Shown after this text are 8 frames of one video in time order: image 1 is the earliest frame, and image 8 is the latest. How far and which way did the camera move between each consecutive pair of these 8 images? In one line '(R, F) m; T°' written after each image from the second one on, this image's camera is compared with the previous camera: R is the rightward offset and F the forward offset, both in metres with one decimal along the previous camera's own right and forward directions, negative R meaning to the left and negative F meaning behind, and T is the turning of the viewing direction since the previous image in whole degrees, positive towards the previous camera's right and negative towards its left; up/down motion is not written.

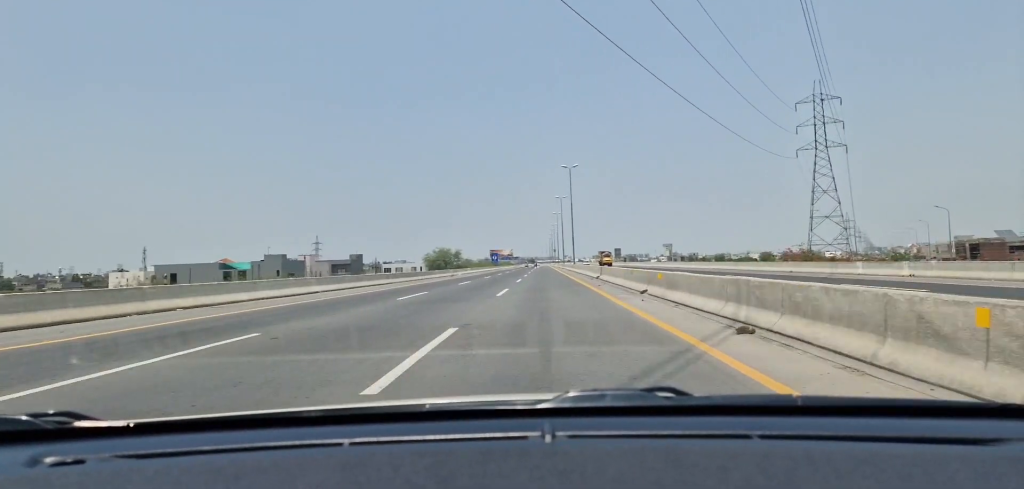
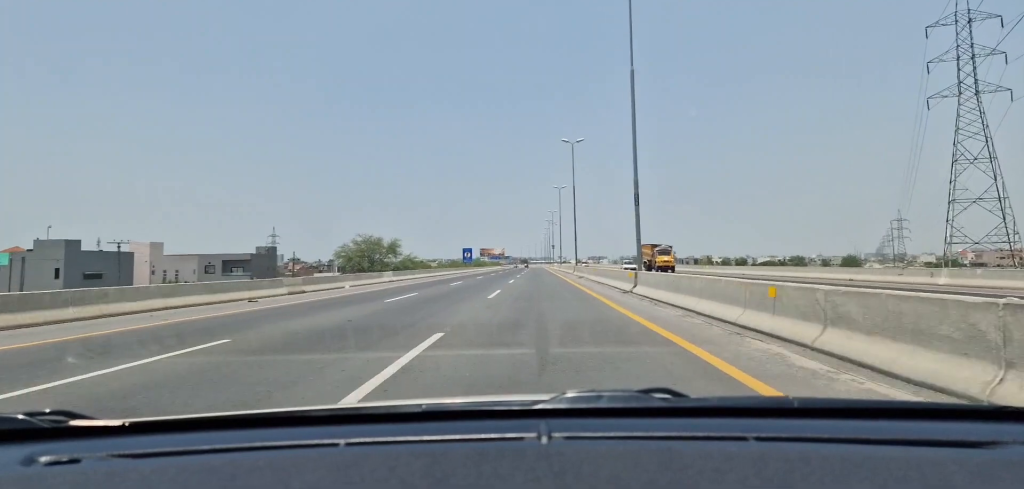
(+0.5, +54.9) m; 0°
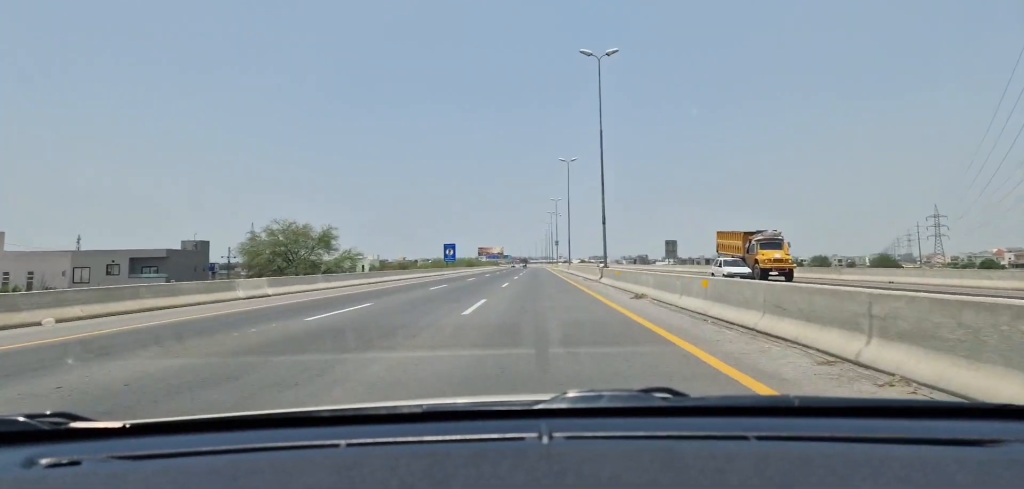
(0.0, +27.1) m; 0°
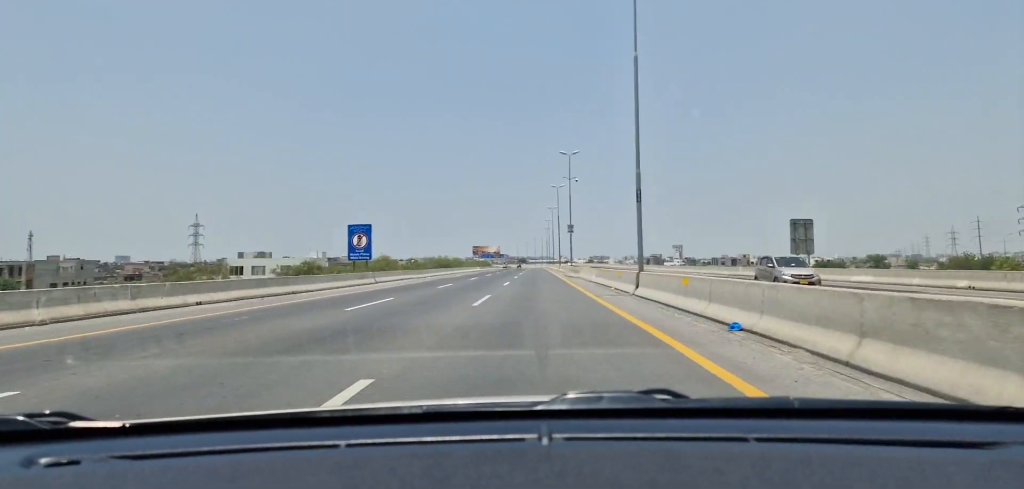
(-0.3, +51.2) m; 0°
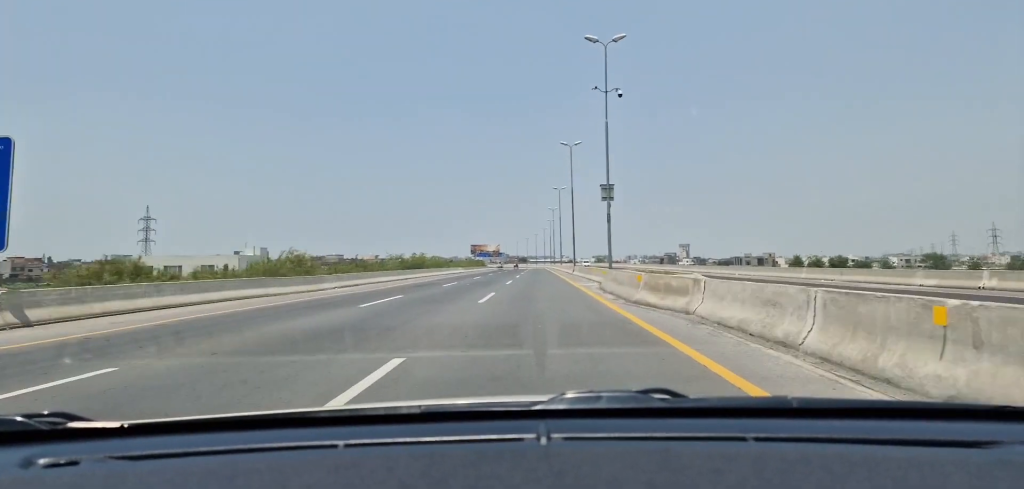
(0.0, +35.1) m; 0°
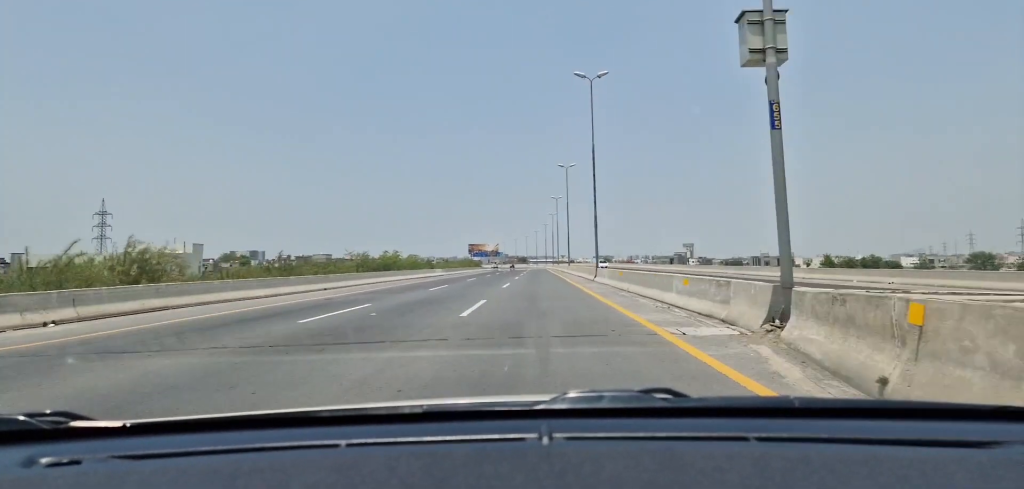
(+0.2, +23.4) m; 0°
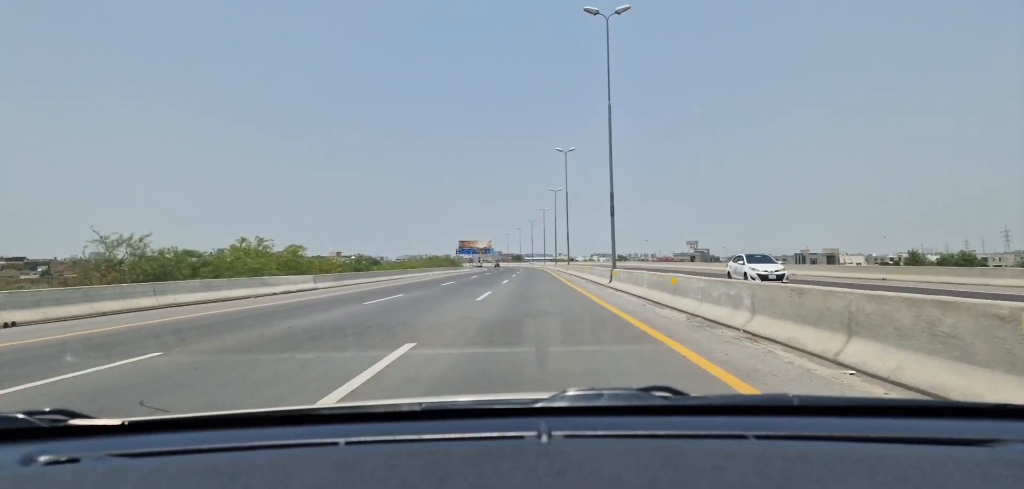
(+0.1, +48.2) m; 0°
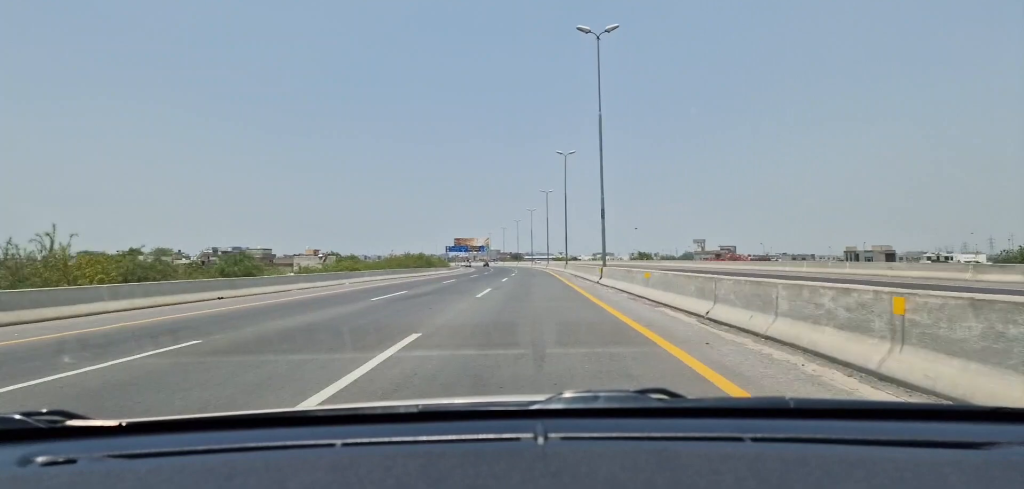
(0.0, +35.1) m; -1°
